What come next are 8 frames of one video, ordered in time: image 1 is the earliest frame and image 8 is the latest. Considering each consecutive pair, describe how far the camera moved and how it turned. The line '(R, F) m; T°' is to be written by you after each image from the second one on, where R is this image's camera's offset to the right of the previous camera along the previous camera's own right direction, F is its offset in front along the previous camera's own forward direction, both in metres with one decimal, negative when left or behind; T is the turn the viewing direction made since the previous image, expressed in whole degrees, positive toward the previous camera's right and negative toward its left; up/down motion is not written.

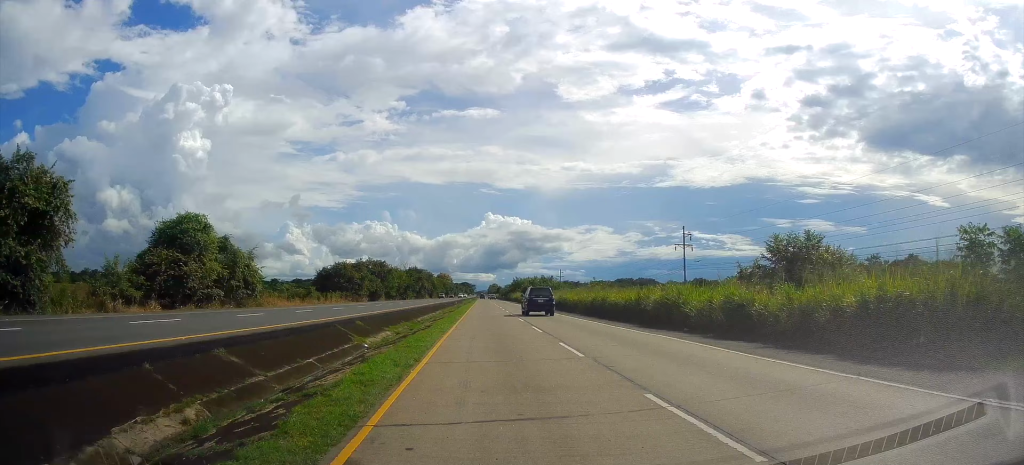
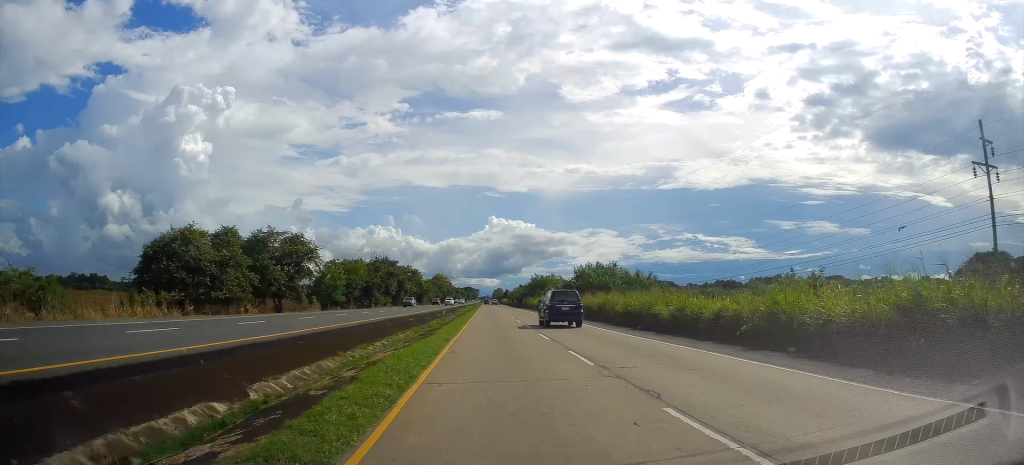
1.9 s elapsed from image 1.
(0.0, +48.3) m; 0°
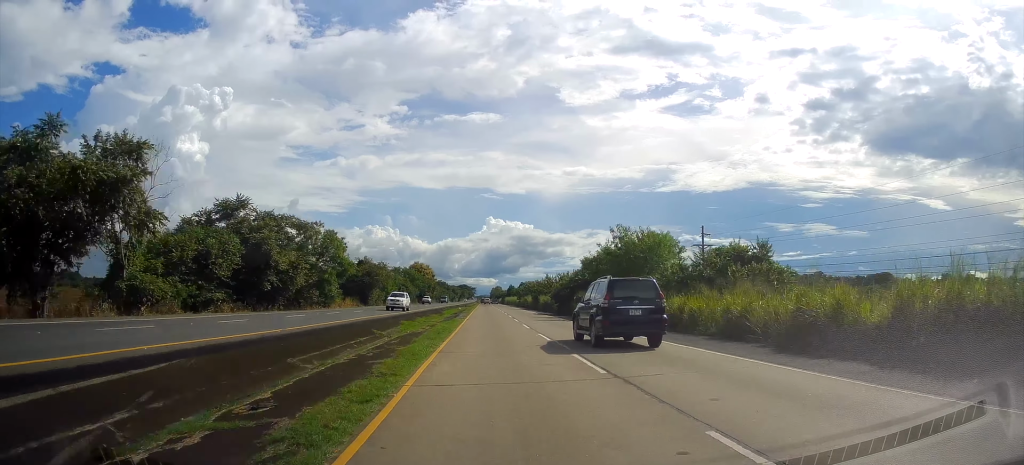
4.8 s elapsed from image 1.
(-0.2, +76.4) m; 0°
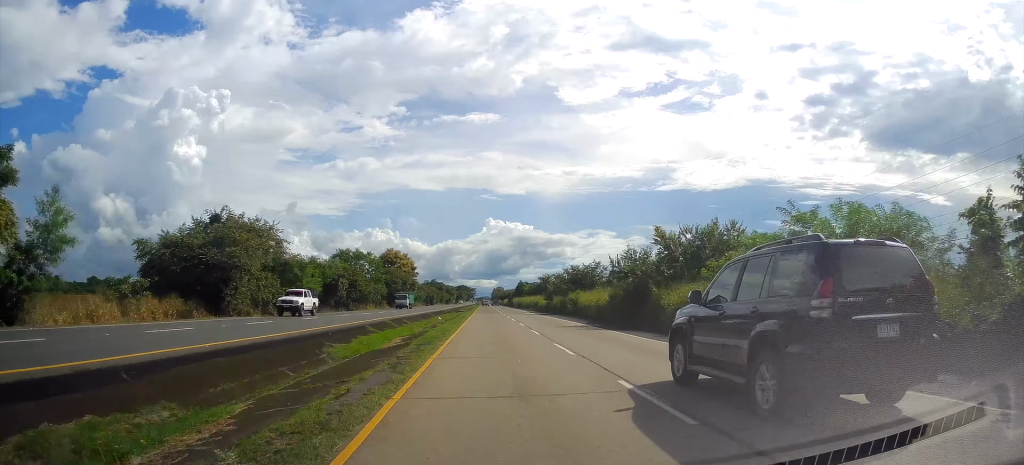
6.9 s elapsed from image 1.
(+0.3, +55.1) m; 0°
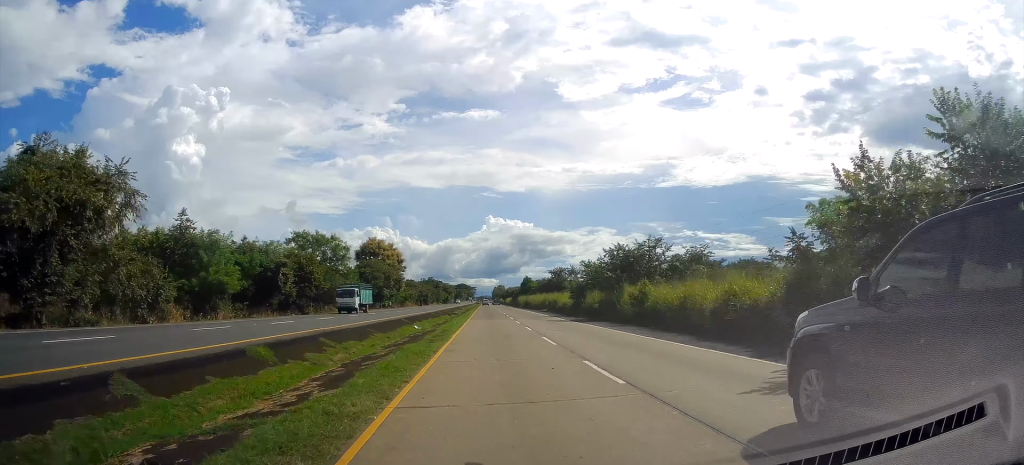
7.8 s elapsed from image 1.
(0.0, +21.9) m; 0°
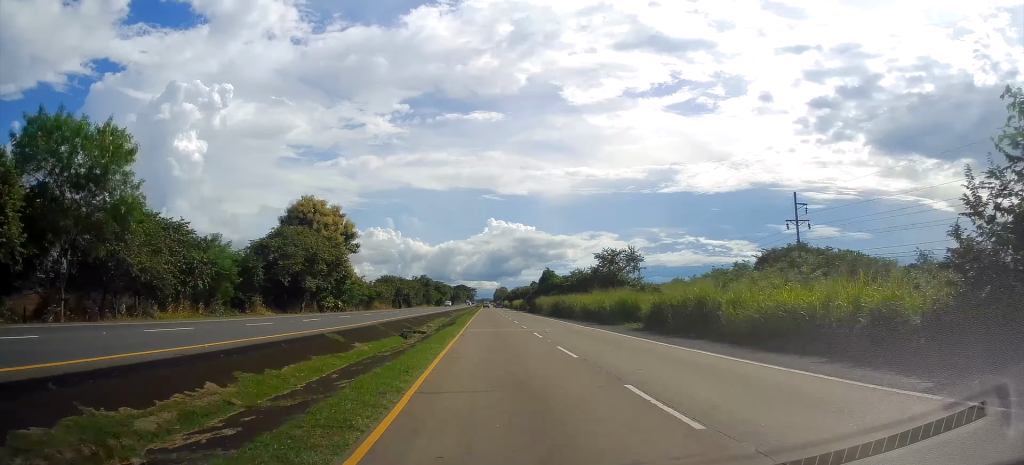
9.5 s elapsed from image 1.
(-0.1, +45.9) m; -1°
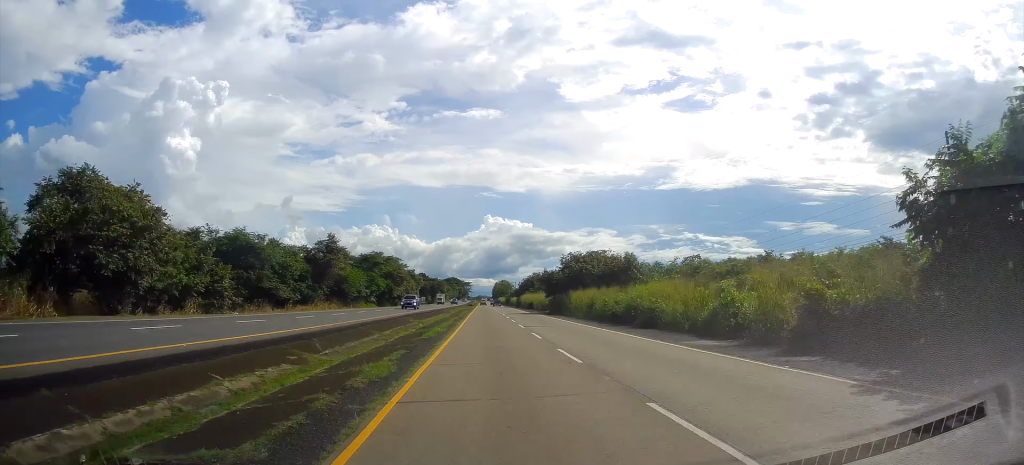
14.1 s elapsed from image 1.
(+0.7, +119.8) m; +1°
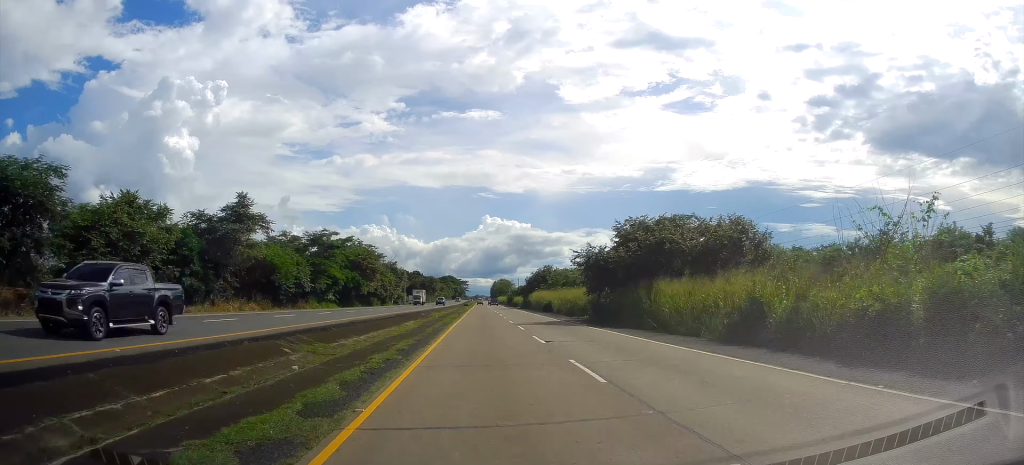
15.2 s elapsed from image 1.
(-0.4, +28.5) m; 0°
